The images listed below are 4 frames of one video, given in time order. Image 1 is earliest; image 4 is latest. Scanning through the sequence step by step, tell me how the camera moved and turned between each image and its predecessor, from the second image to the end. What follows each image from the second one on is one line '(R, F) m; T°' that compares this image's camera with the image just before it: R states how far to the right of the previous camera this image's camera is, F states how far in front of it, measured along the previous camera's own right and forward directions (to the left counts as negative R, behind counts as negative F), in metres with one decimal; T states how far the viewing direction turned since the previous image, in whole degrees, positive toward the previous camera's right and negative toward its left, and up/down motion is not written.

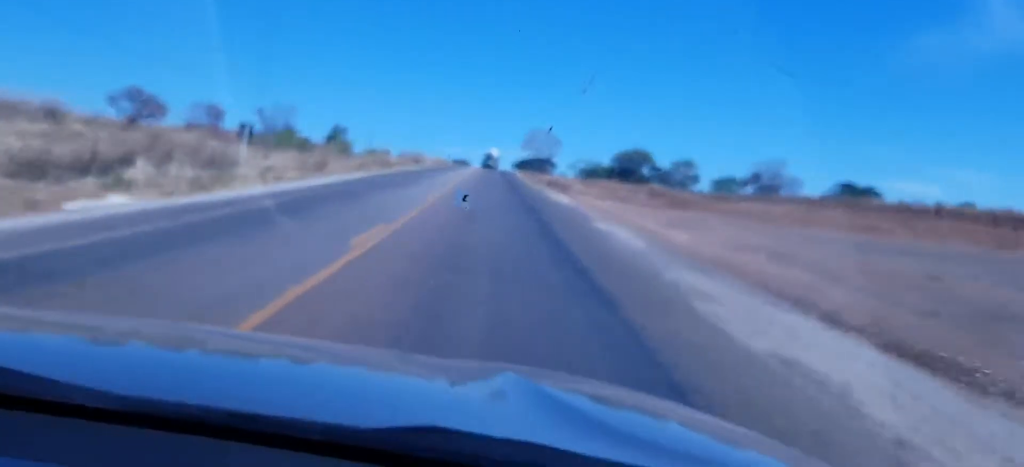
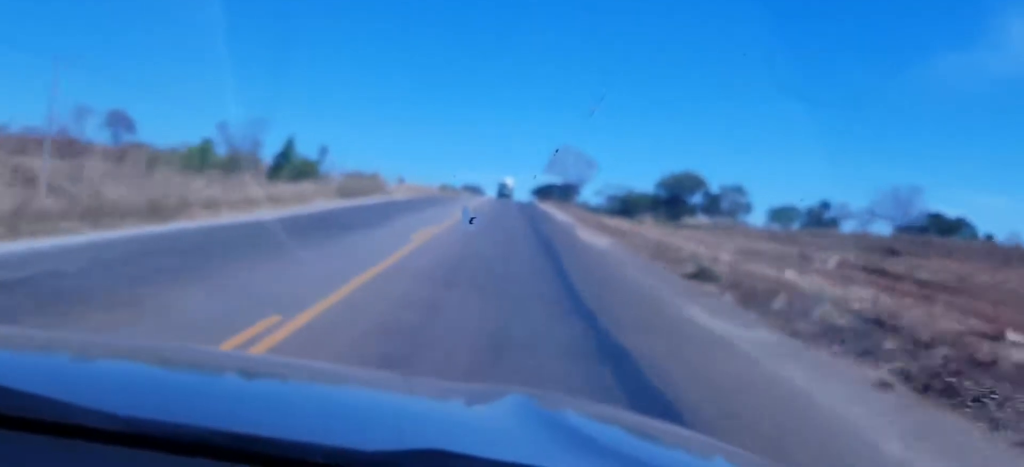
(-0.8, +57.8) m; -1°
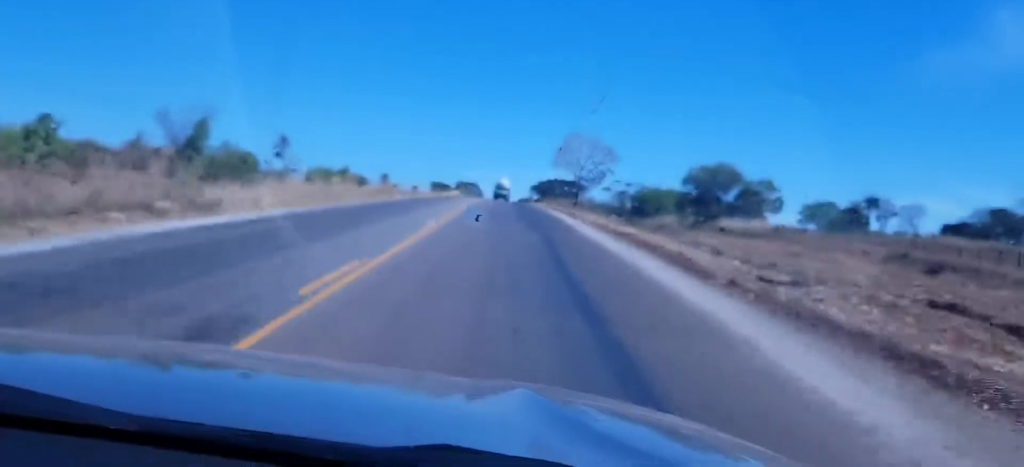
(+0.5, +43.6) m; 0°
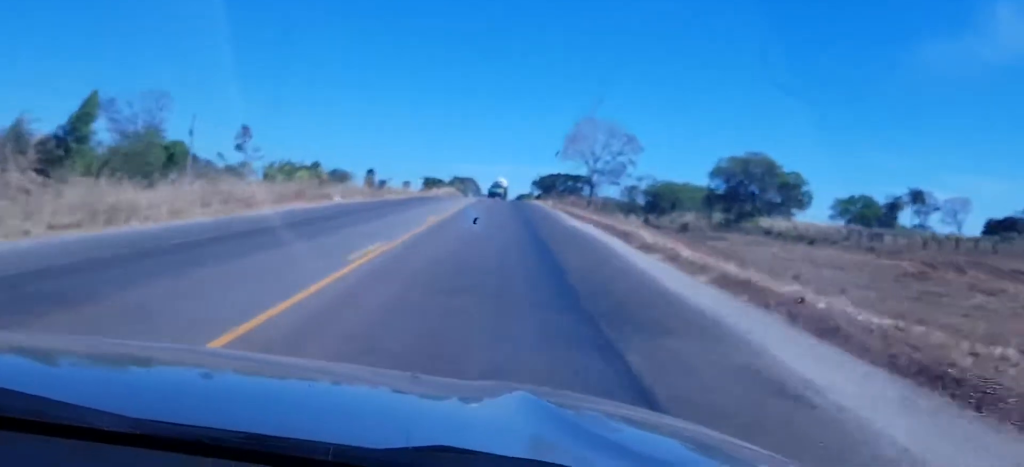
(-0.1, +28.8) m; +1°
